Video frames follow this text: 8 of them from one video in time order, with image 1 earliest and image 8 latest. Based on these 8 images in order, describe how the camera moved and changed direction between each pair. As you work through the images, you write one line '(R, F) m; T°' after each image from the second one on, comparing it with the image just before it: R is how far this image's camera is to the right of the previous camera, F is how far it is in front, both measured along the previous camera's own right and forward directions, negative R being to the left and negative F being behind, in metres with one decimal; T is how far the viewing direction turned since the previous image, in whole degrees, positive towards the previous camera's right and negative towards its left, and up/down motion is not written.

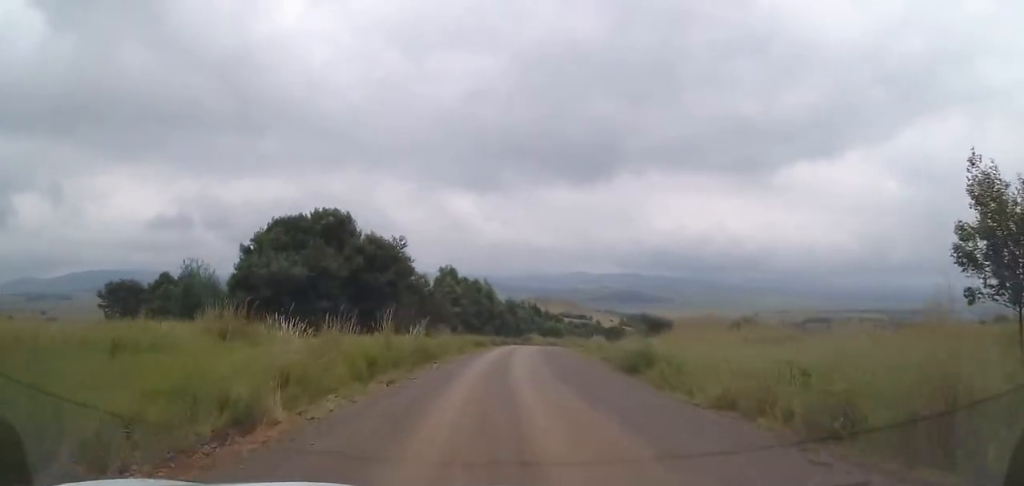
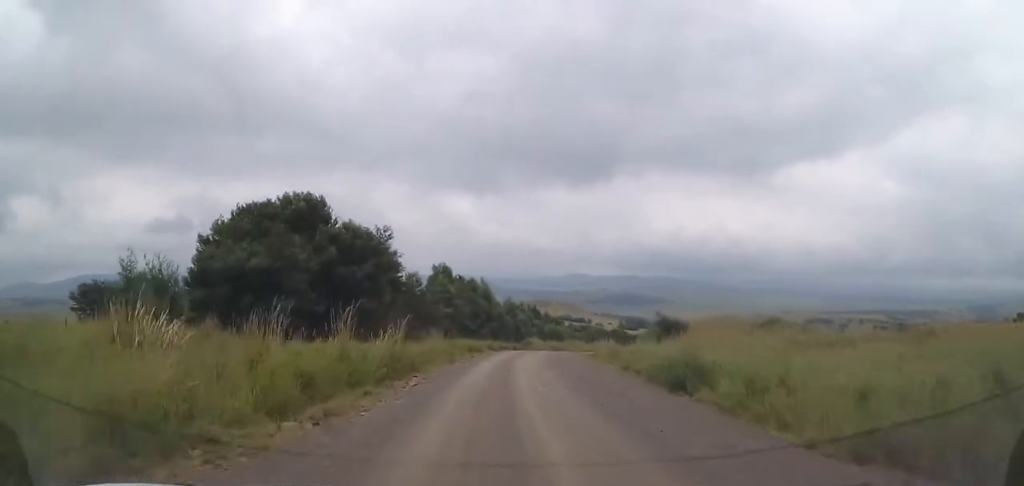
(+0.1, +5.9) m; +1°
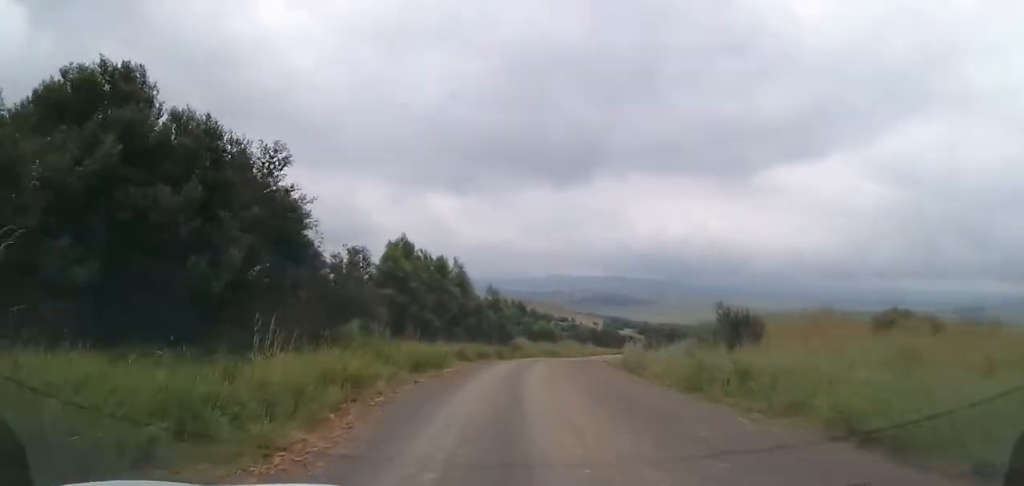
(+0.4, +19.4) m; +4°
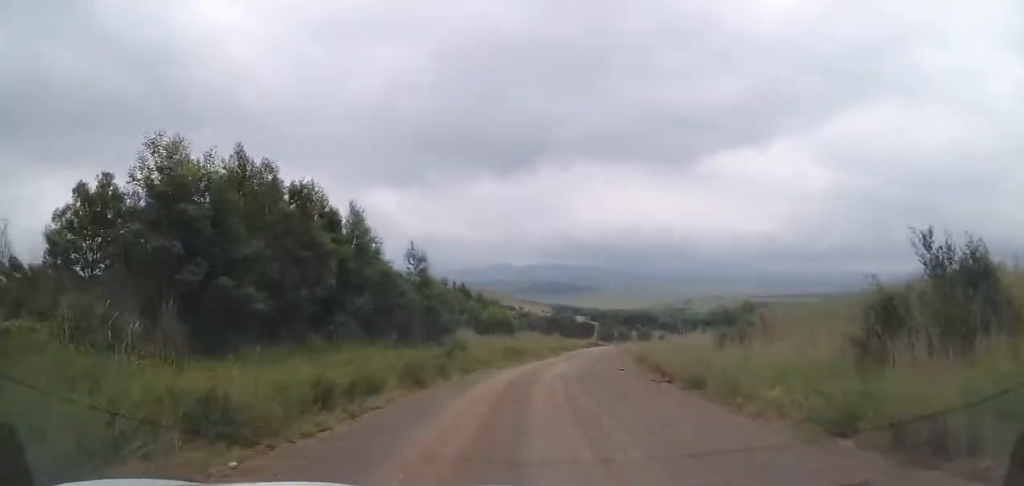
(+1.3, +22.8) m; +5°
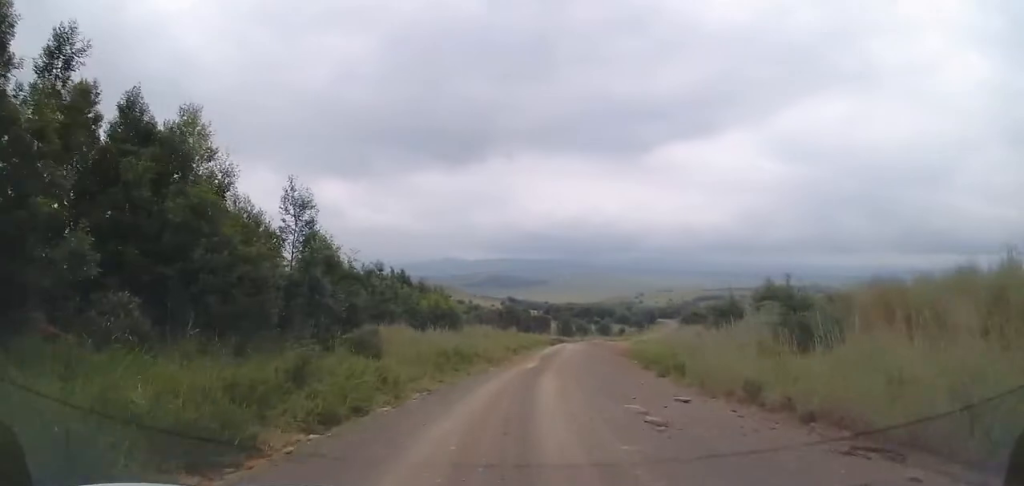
(+0.3, +14.1) m; +3°
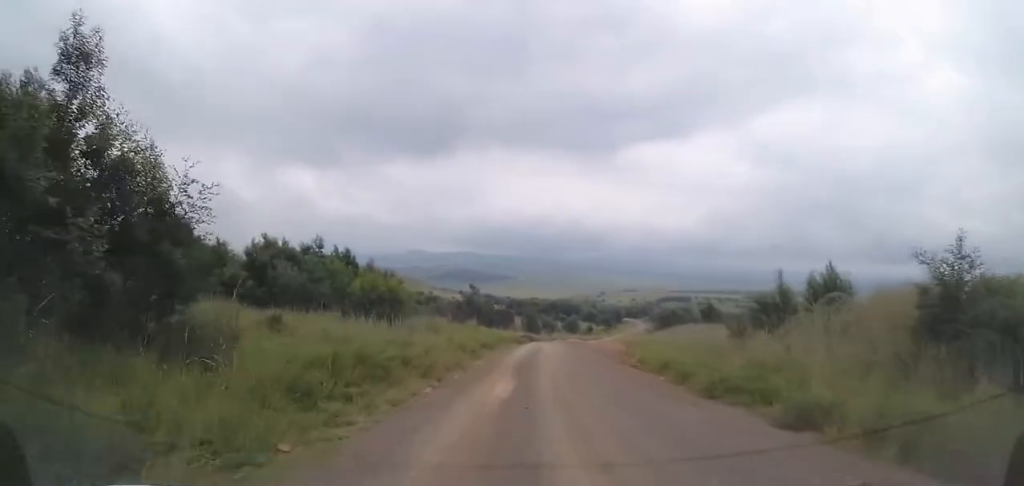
(+0.4, +11.9) m; +5°
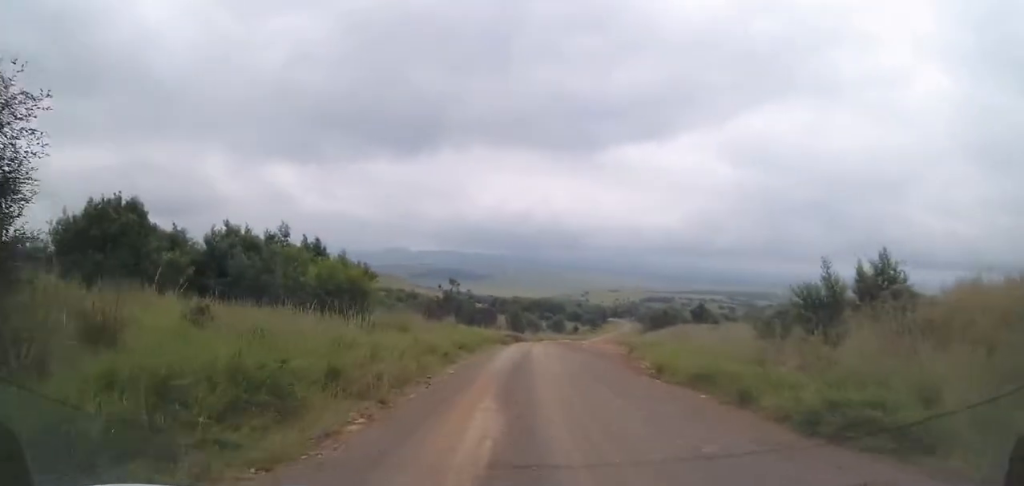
(+0.2, +5.7) m; +3°
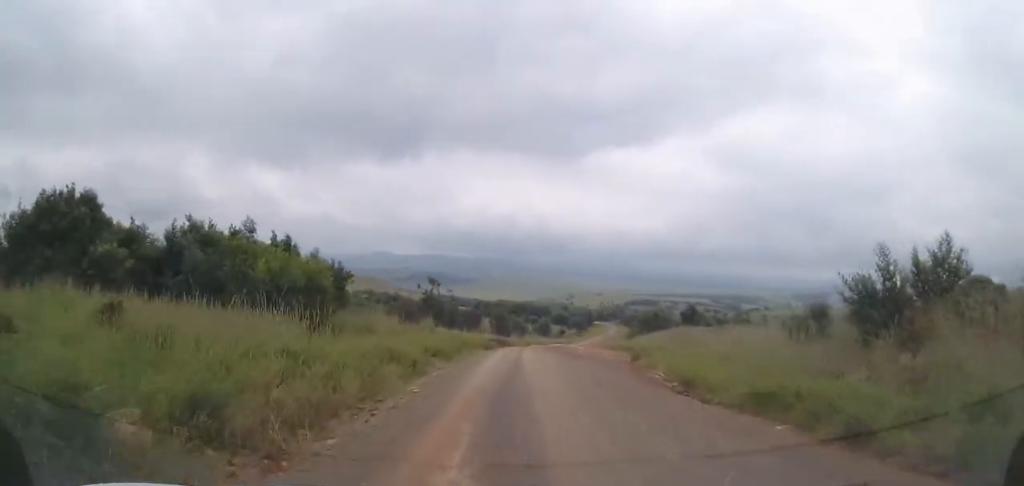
(+0.2, +4.8) m; +2°
